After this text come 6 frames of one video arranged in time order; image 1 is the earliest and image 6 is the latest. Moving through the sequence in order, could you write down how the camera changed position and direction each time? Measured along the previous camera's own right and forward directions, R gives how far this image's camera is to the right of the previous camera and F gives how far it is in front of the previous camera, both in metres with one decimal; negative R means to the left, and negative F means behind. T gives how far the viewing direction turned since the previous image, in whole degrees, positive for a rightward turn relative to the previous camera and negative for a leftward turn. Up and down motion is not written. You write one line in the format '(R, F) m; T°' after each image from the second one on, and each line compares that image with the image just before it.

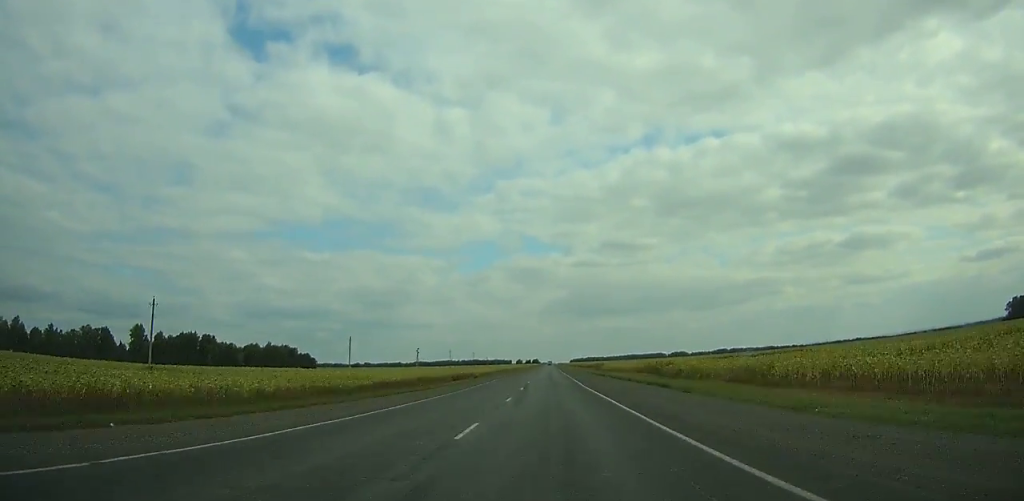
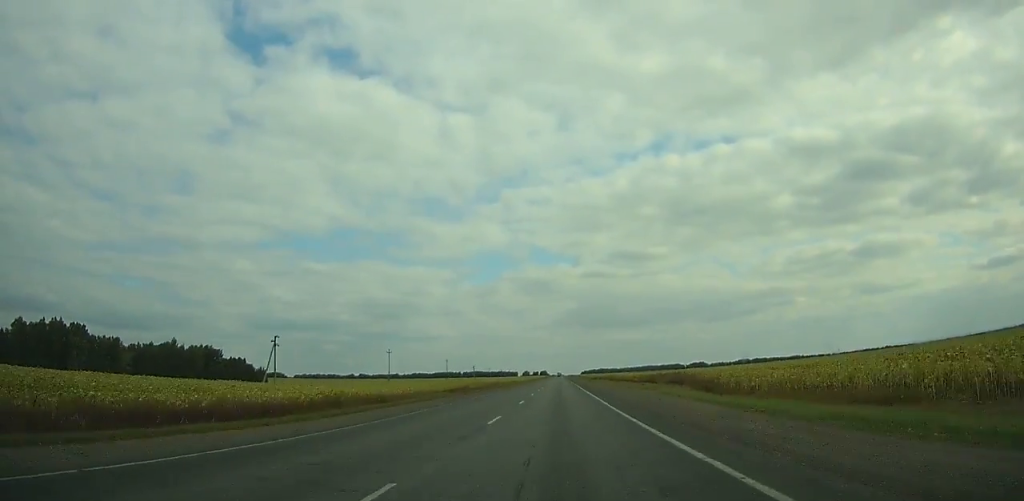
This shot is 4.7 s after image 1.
(-0.5, +117.7) m; 0°
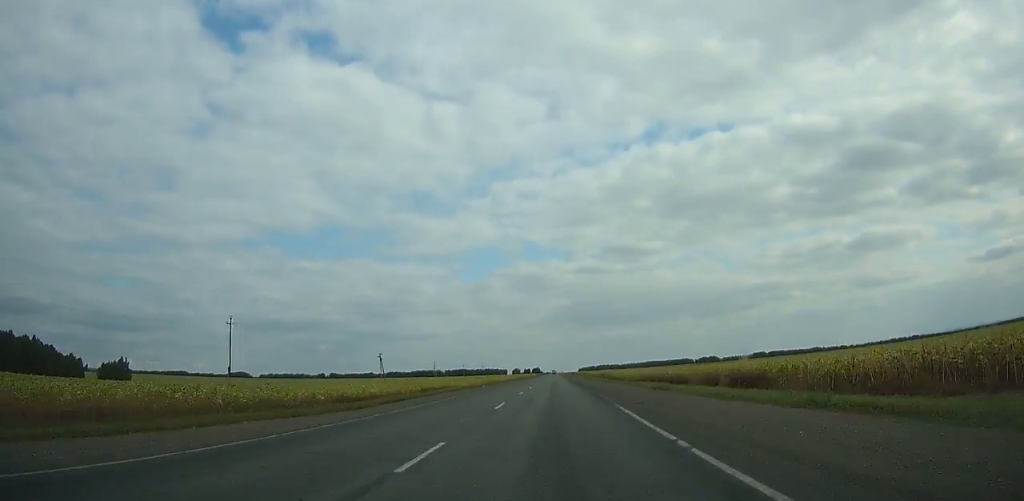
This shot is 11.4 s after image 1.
(+0.4, +164.1) m; 0°
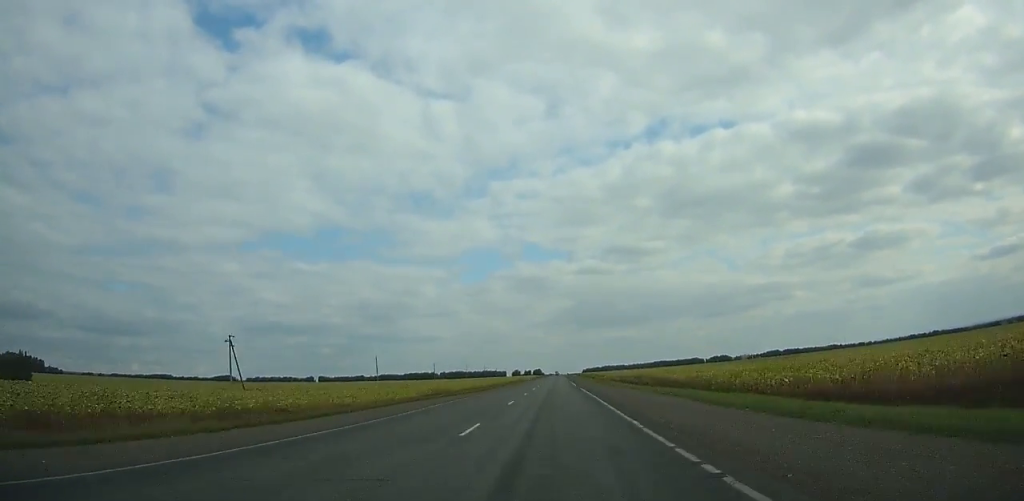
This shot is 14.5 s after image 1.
(-0.1, +77.7) m; 0°
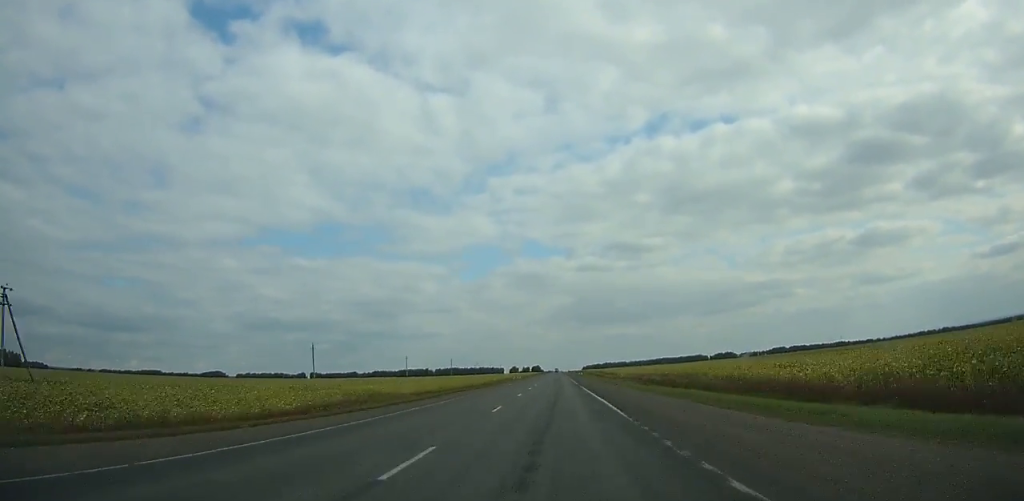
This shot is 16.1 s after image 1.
(0.0, +41.2) m; 0°
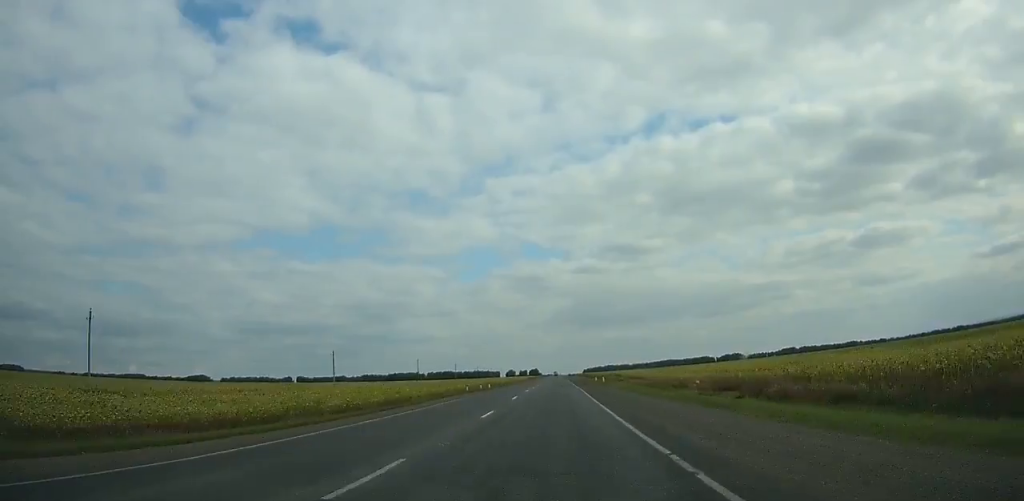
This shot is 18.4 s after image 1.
(0.0, +60.1) m; 0°
